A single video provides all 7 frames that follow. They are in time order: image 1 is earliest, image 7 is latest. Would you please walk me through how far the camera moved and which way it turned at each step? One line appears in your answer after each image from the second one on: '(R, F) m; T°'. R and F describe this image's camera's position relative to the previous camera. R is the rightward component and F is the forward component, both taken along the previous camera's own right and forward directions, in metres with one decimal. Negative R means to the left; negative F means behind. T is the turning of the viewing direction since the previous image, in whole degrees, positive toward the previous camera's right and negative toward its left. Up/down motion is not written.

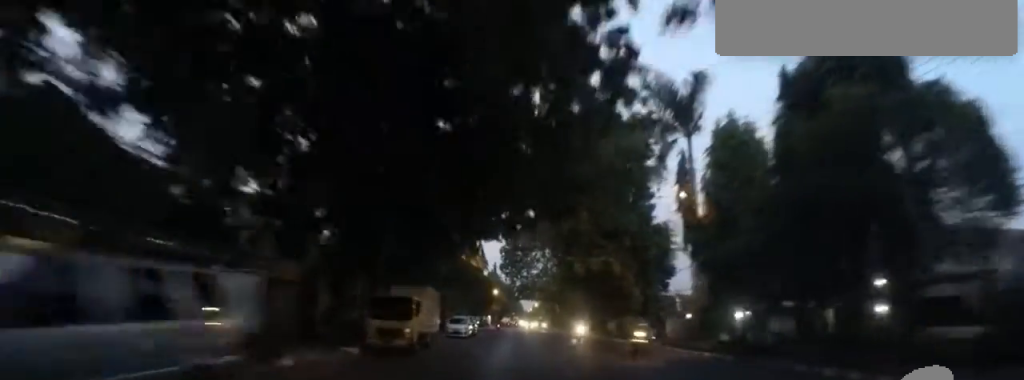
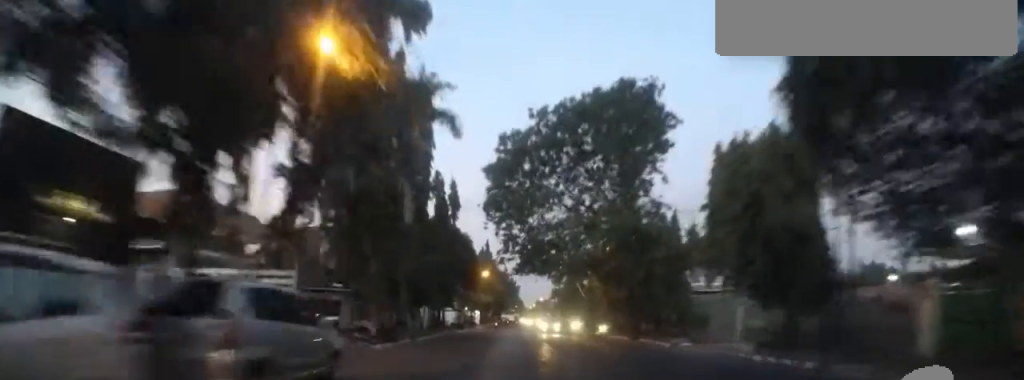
(-2.0, +32.7) m; -4°
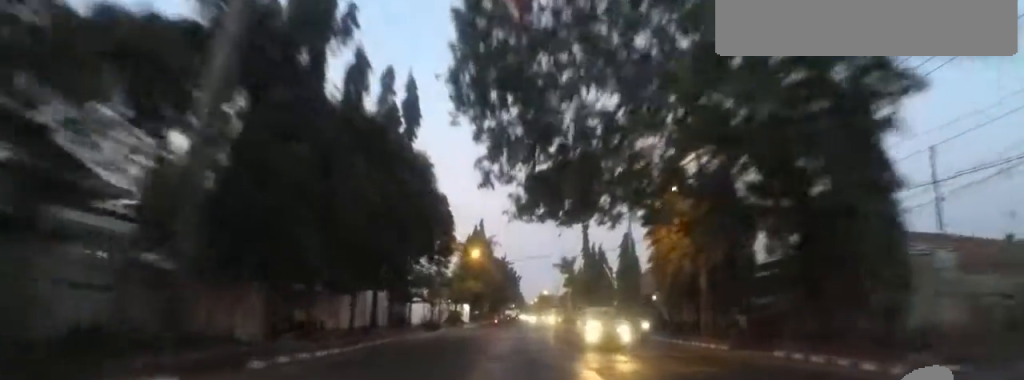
(+0.1, +16.2) m; 0°
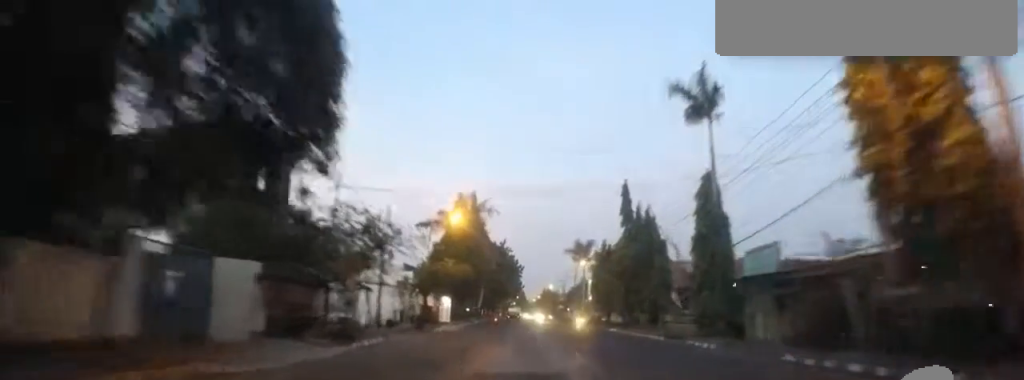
(0.0, +15.9) m; 0°
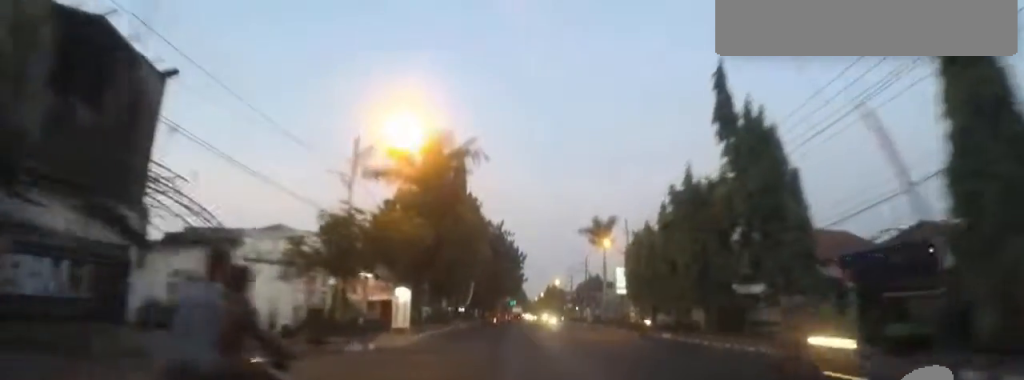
(0.0, +14.5) m; 0°
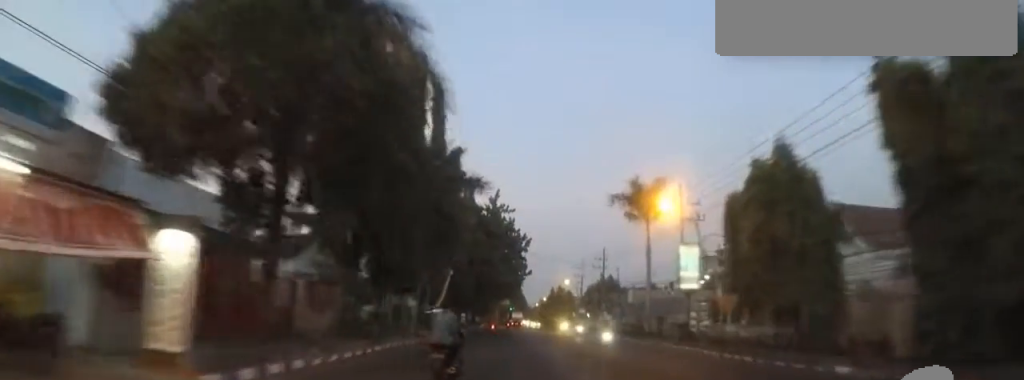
(+0.1, +16.1) m; +1°
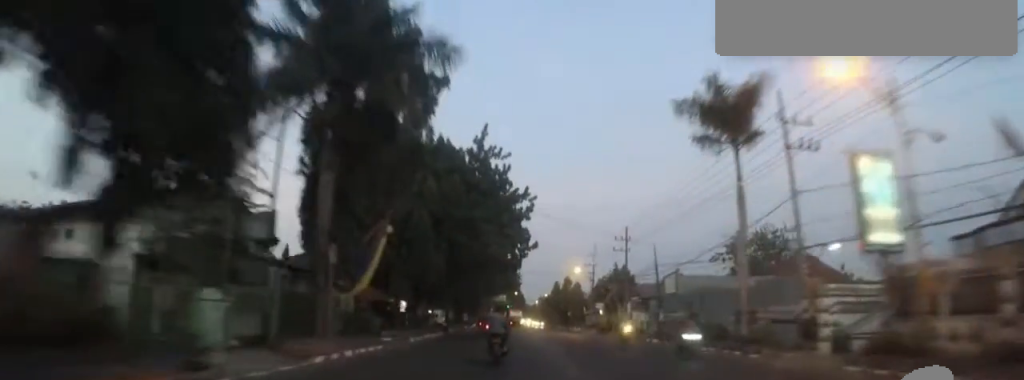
(-0.1, +14.2) m; 0°
